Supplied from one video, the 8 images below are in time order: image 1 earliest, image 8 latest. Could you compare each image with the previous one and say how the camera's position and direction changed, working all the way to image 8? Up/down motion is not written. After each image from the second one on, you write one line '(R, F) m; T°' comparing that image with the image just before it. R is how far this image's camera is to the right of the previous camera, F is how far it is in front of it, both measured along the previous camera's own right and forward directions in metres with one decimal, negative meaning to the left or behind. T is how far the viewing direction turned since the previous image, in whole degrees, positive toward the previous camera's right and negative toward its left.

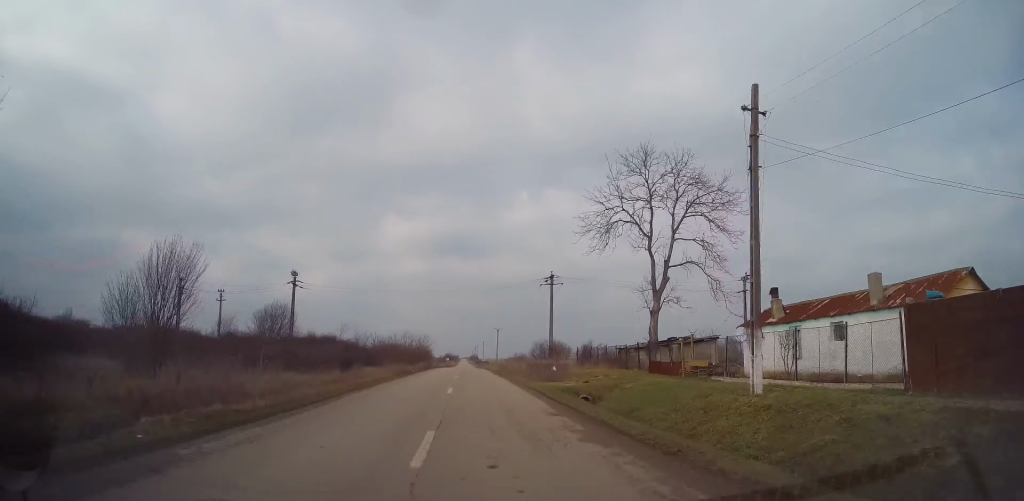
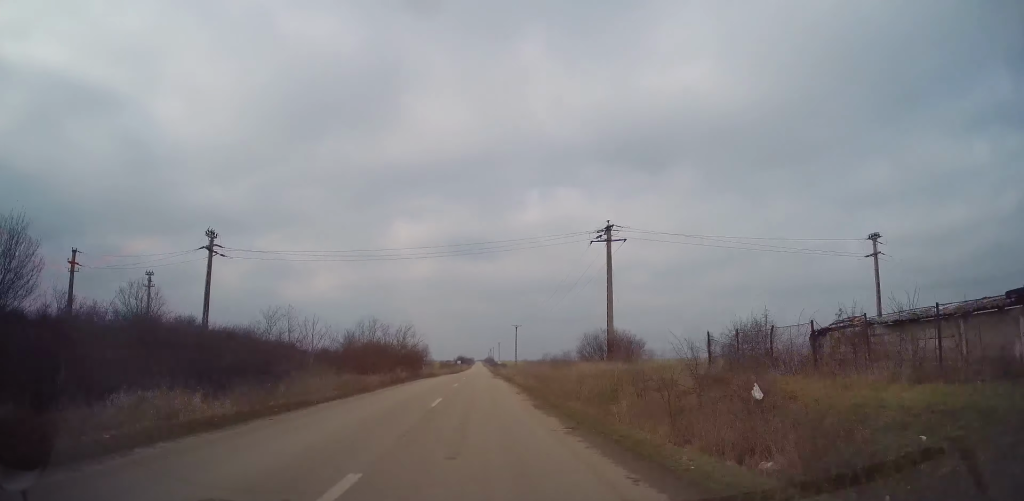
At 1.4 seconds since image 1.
(+0.3, +26.9) m; 0°
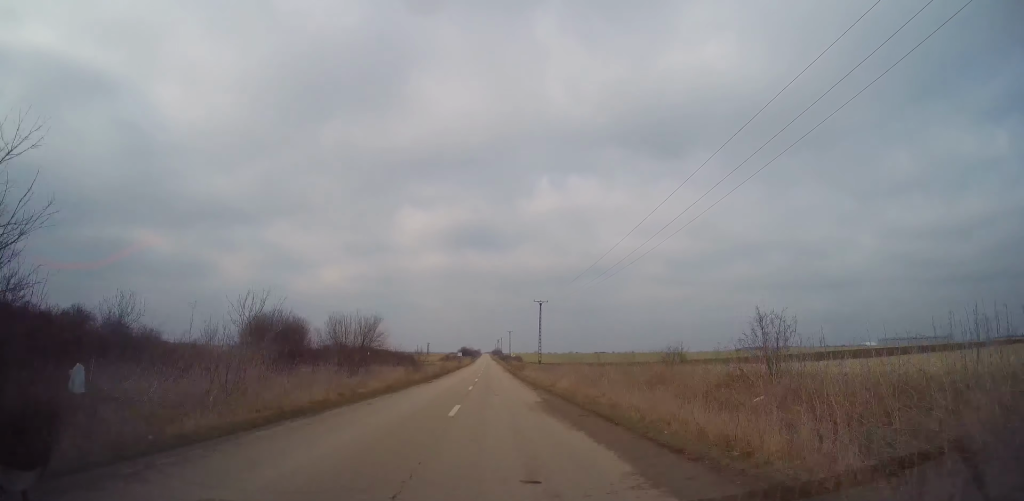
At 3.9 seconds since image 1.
(-1.6, +48.7) m; -2°
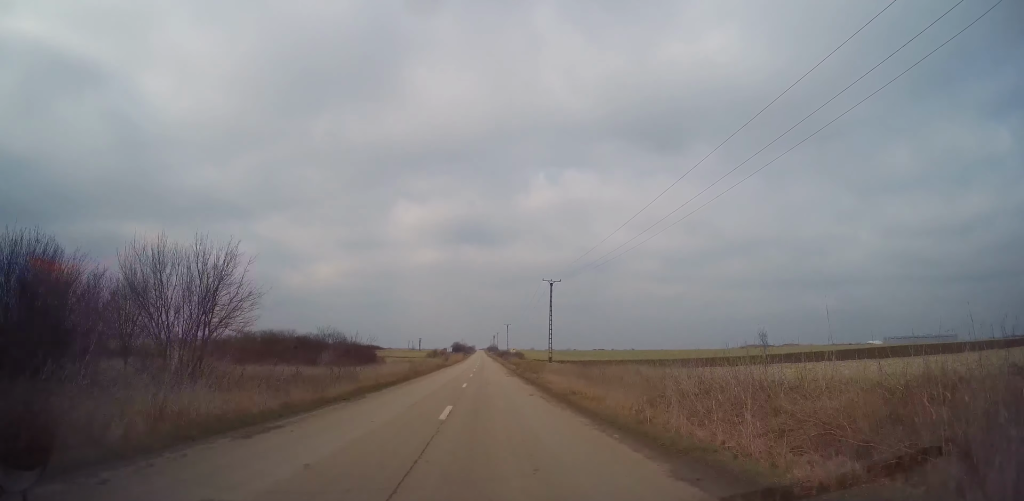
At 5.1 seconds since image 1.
(0.0, +24.4) m; 0°
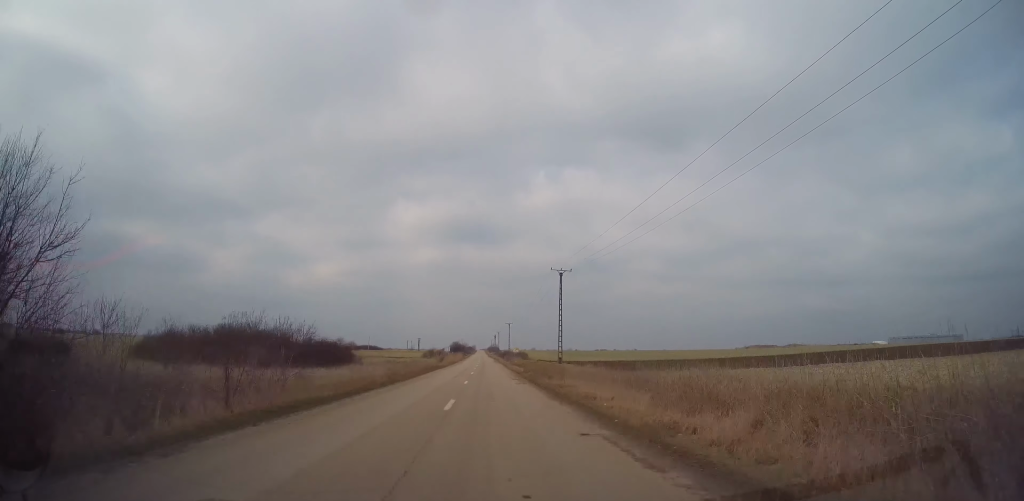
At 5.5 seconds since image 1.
(-0.1, +10.0) m; 0°
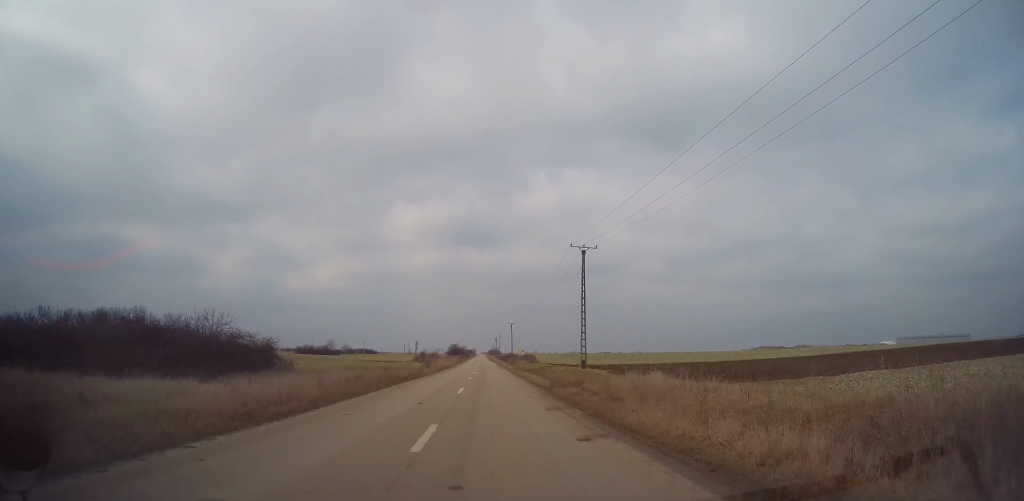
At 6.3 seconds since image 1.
(+0.3, +17.1) m; 0°
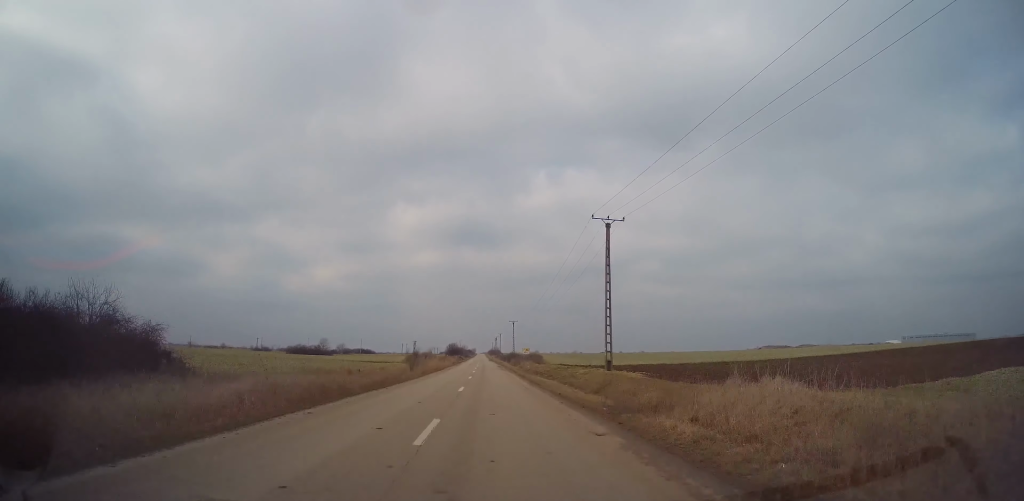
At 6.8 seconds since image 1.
(0.0, +11.3) m; 0°
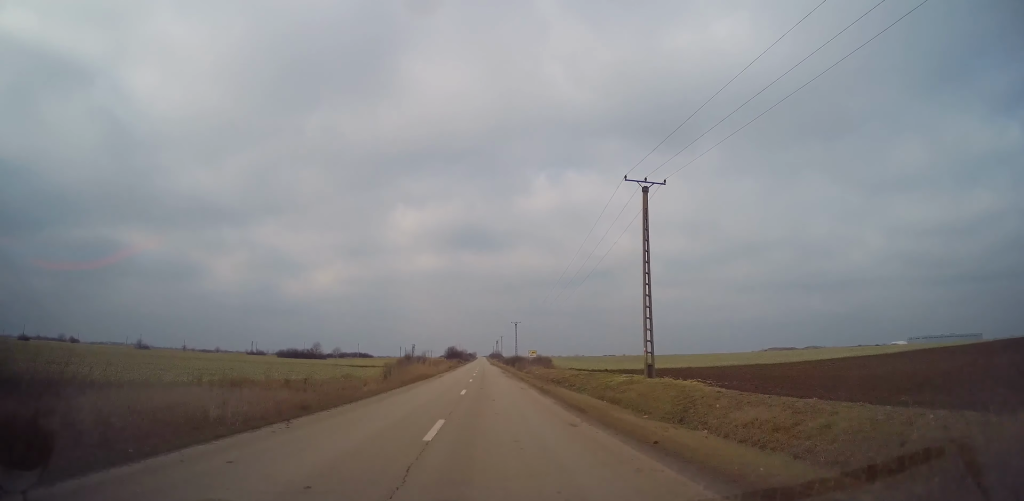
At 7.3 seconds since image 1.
(-0.2, +10.6) m; 0°
